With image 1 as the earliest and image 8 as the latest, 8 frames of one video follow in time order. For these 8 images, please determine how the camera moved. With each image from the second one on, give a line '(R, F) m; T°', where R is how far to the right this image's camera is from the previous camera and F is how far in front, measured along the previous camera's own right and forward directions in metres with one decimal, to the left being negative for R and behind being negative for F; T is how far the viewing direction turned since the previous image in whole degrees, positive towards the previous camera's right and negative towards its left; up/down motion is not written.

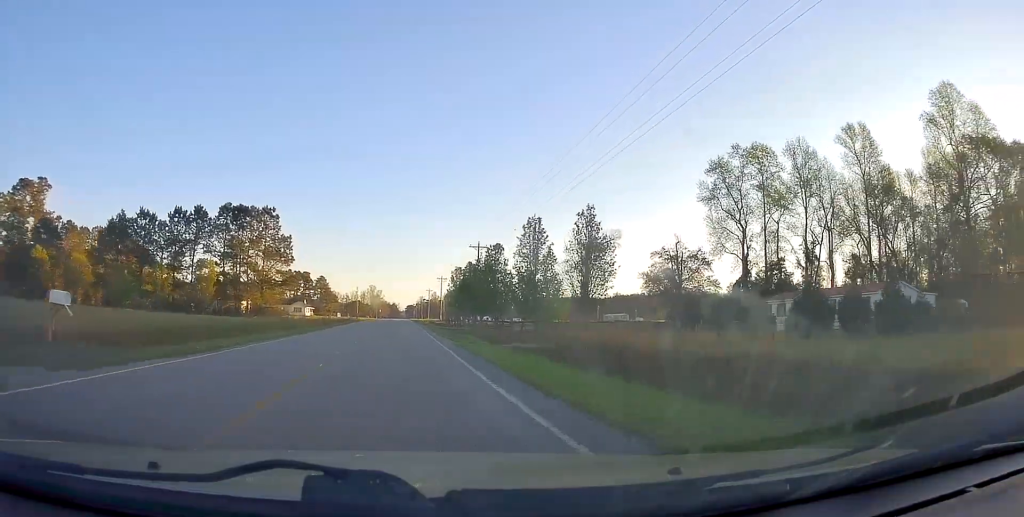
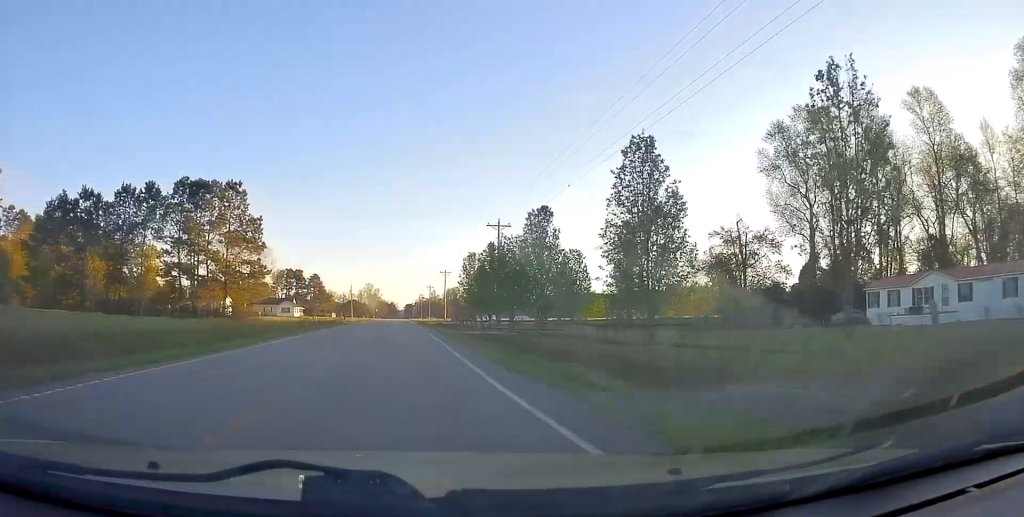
(0.0, +17.1) m; 0°
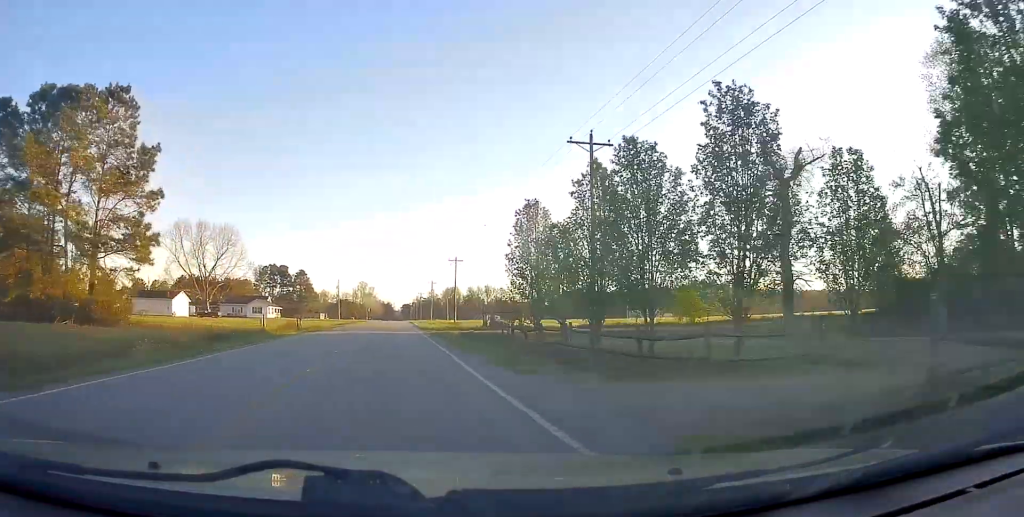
(-0.4, +29.9) m; 0°
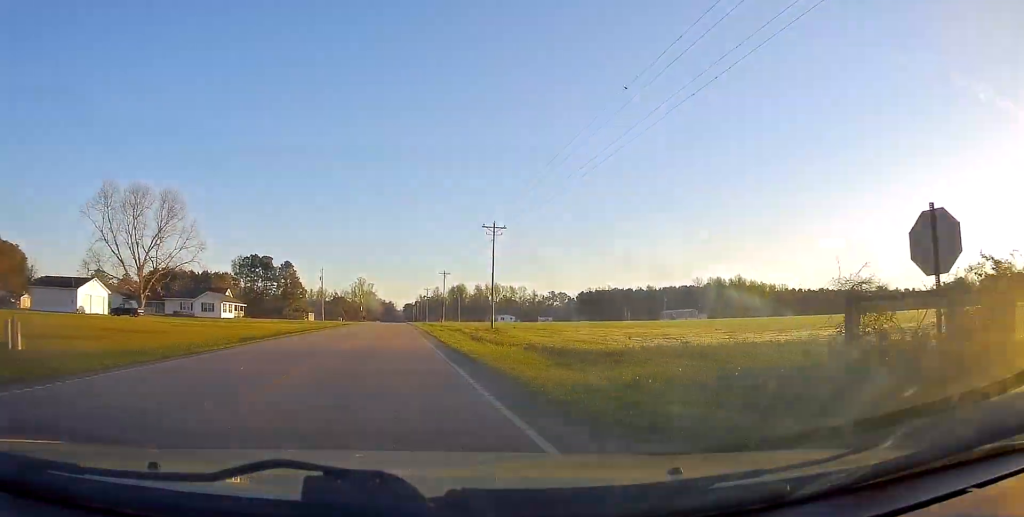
(+0.8, +36.4) m; +2°
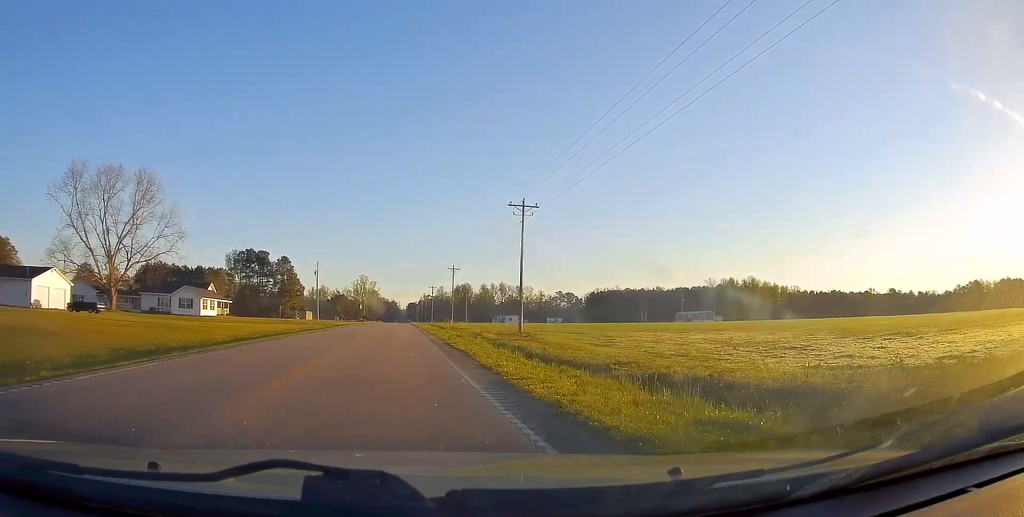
(+0.3, +12.0) m; -1°
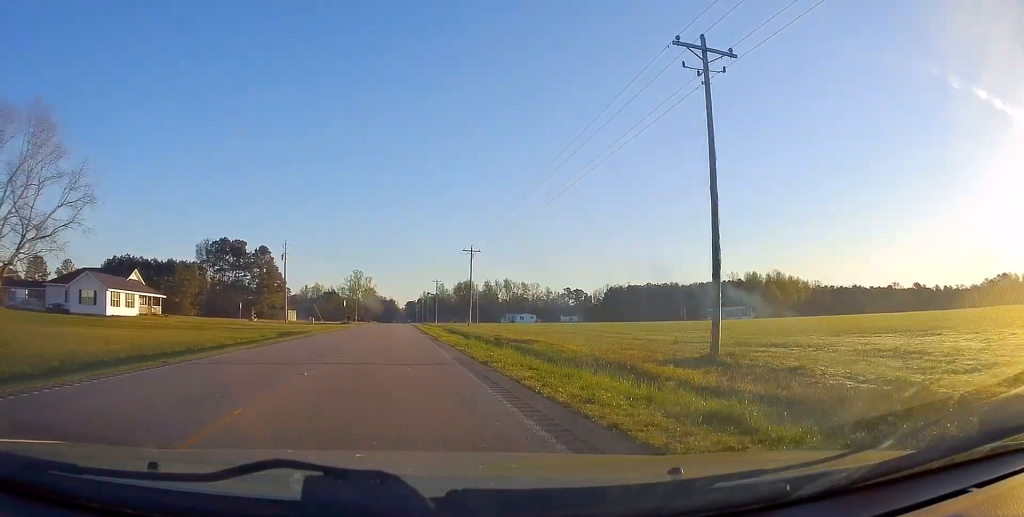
(-0.8, +29.0) m; -1°
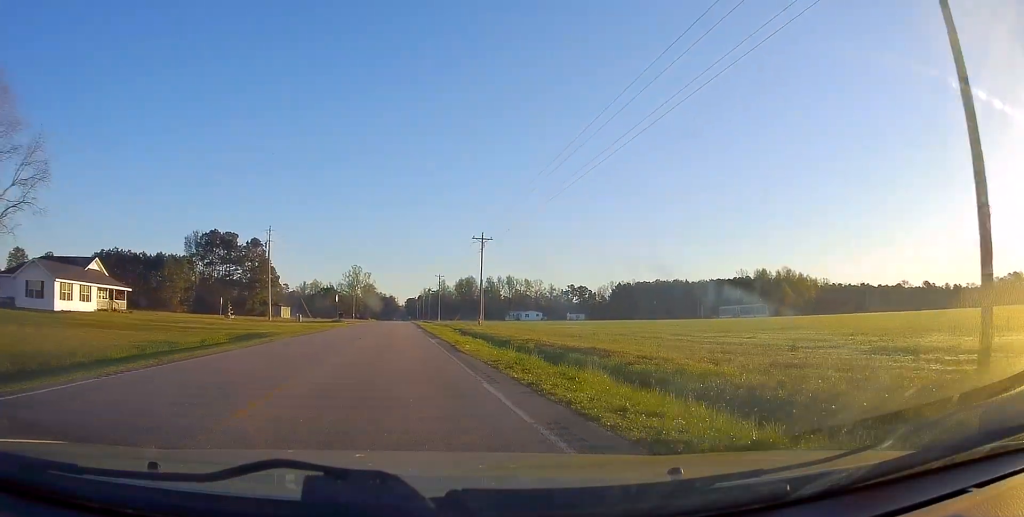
(+0.2, +9.9) m; 0°
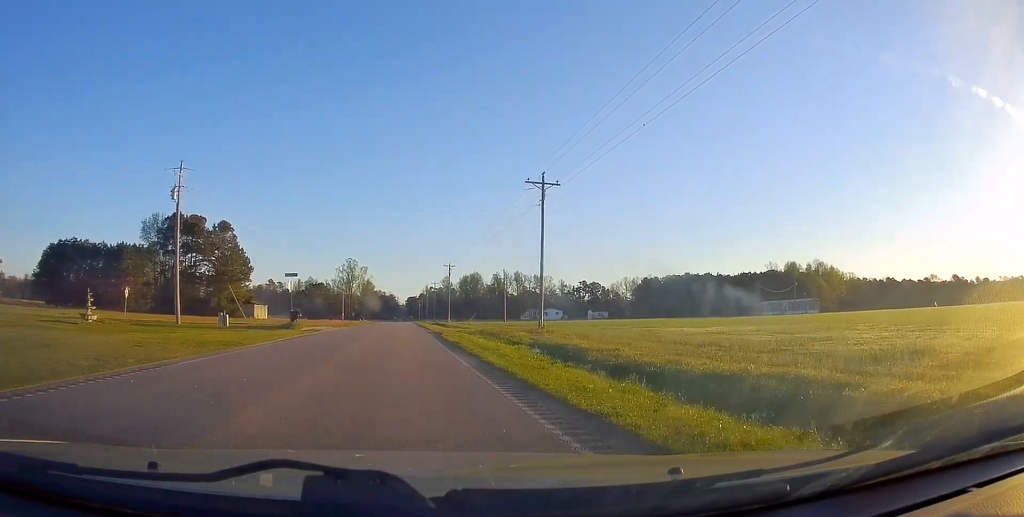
(+0.3, +29.2) m; 0°
